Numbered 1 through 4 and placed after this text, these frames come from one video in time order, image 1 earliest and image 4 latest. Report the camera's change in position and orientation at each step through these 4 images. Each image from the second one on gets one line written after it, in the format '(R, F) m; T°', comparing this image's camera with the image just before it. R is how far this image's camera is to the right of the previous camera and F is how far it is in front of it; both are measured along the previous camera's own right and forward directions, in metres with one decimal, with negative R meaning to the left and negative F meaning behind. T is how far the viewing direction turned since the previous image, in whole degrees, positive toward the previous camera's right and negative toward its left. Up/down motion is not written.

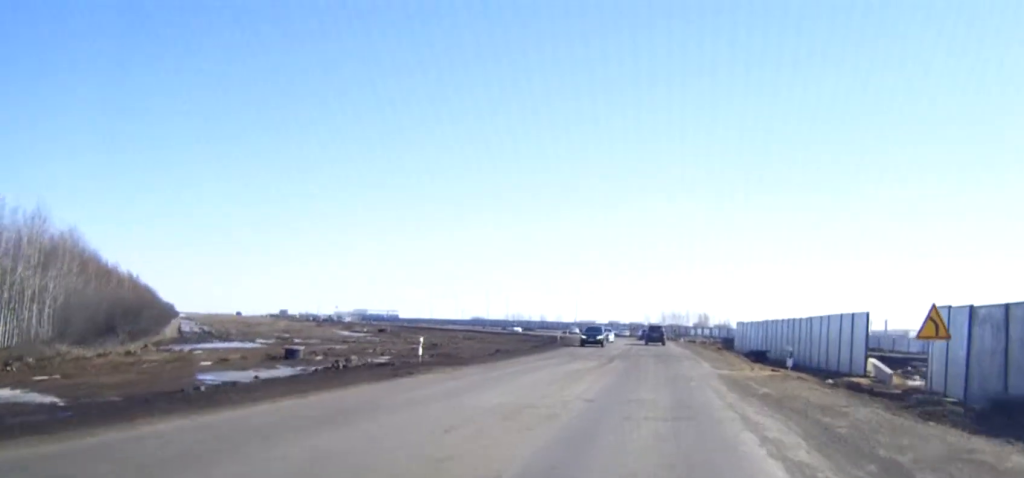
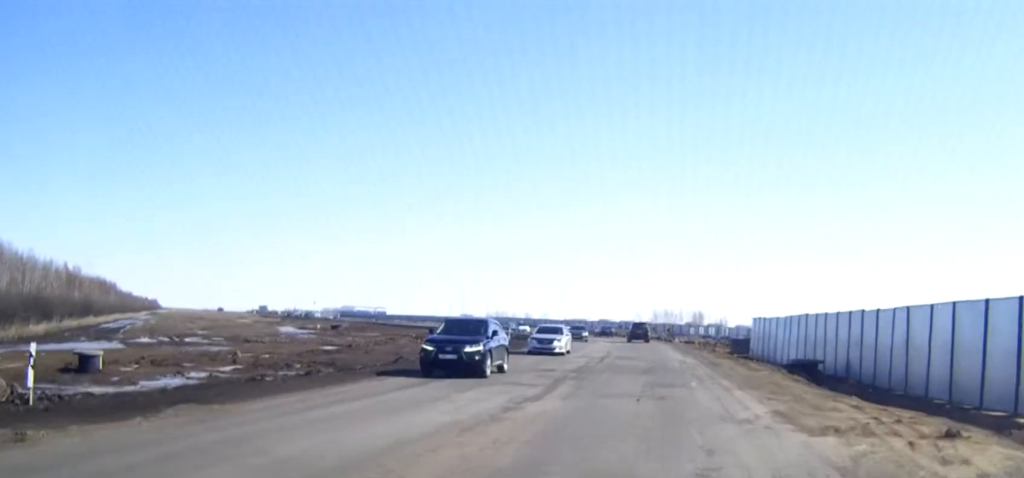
(+0.1, +20.9) m; 0°
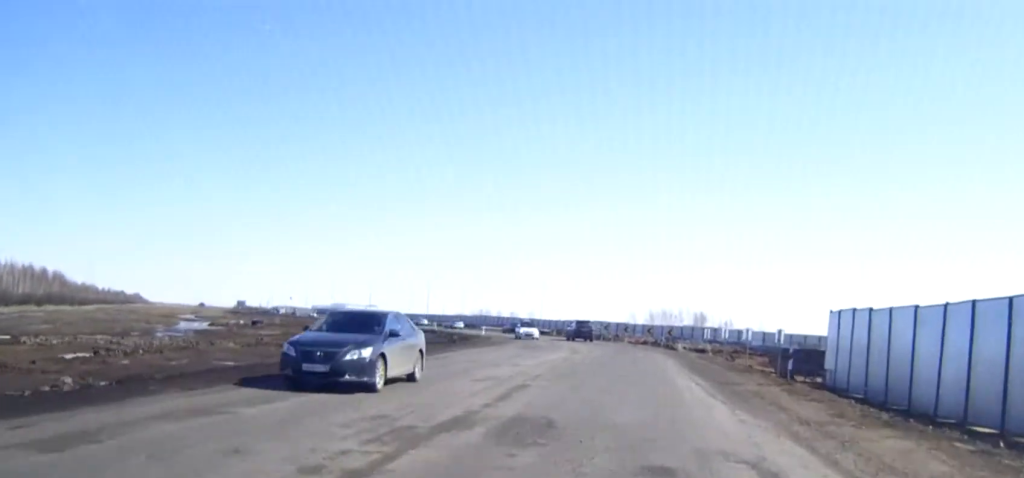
(0.0, +30.1) m; 0°
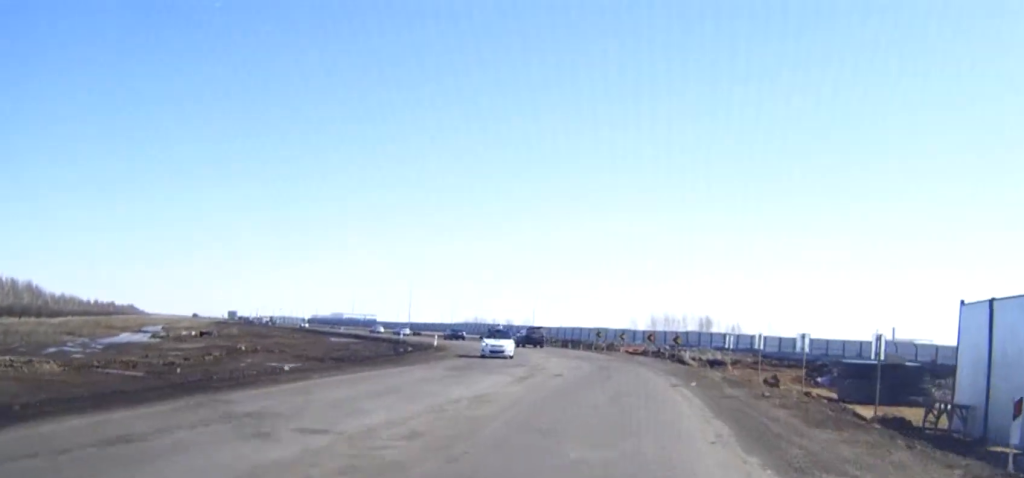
(0.0, +15.5) m; -1°
